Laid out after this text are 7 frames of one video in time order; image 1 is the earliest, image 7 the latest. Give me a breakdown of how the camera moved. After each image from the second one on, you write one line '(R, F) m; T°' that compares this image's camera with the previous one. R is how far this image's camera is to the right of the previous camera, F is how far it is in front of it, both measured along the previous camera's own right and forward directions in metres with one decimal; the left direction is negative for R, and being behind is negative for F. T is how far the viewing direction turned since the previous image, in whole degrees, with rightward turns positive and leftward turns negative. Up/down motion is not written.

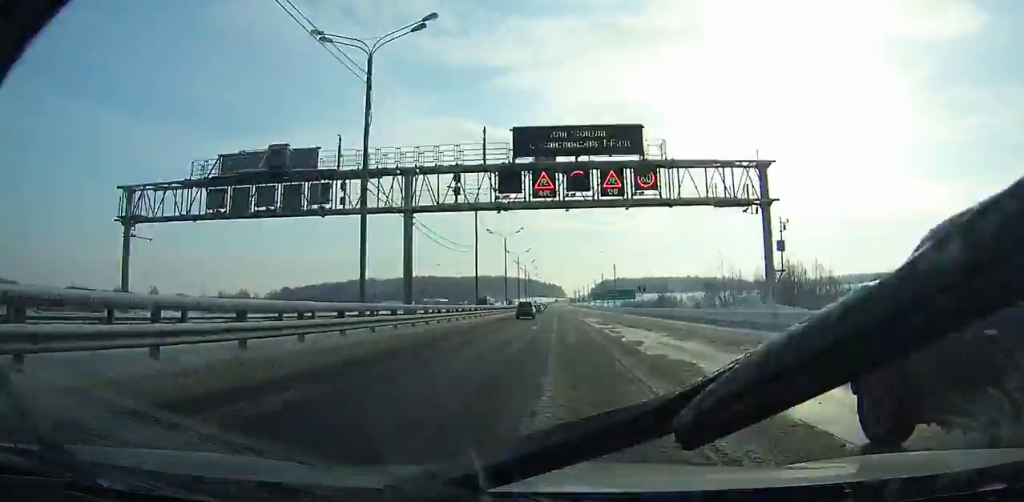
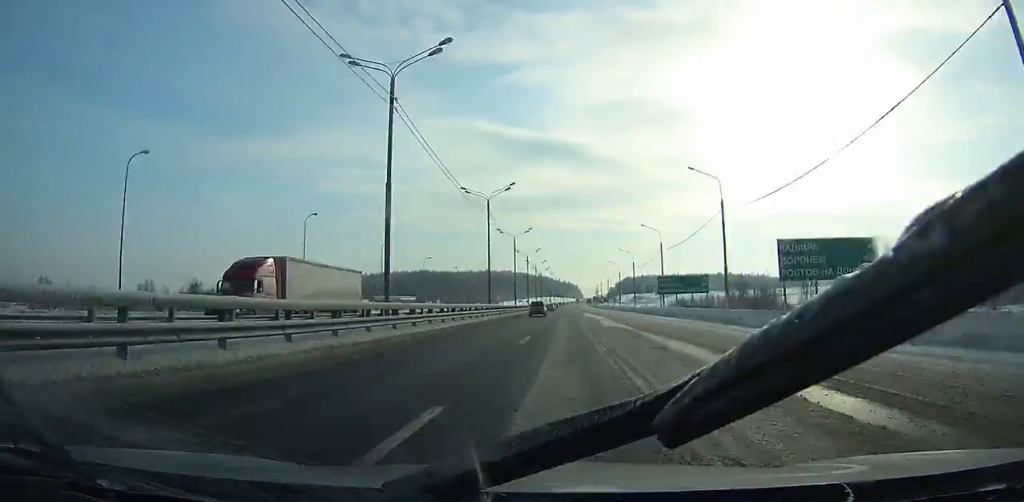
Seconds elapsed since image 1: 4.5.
(-0.2, +108.5) m; 0°
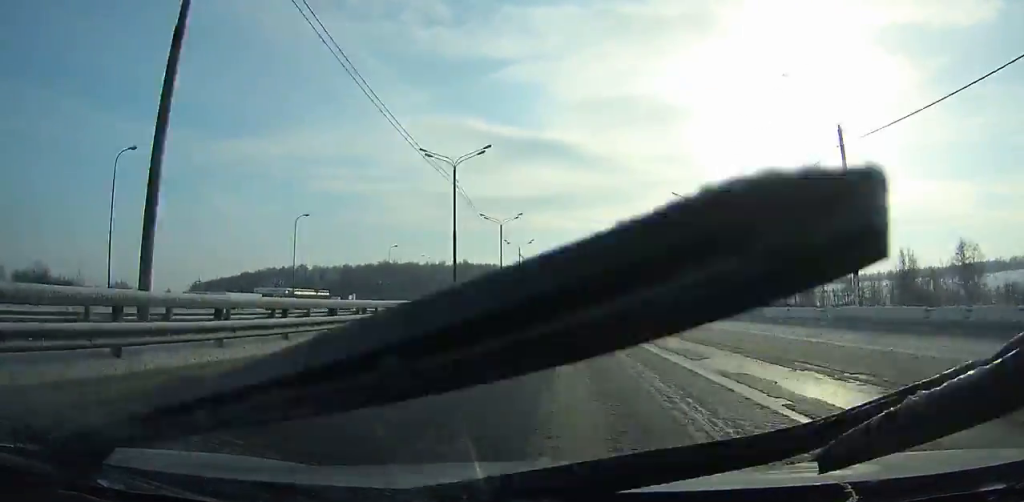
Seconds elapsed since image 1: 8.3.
(-0.3, +91.8) m; 0°
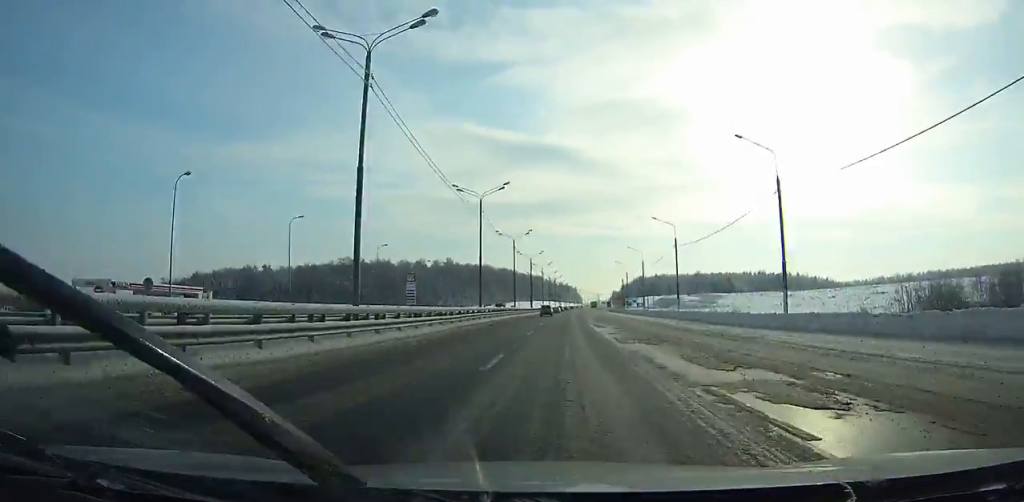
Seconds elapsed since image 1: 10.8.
(0.0, +60.6) m; 0°
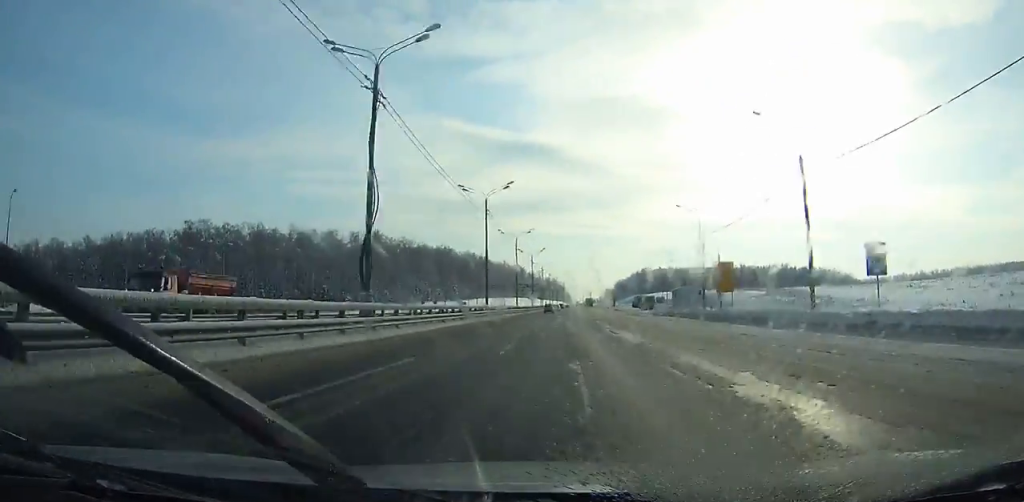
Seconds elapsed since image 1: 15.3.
(+0.9, +110.1) m; +1°
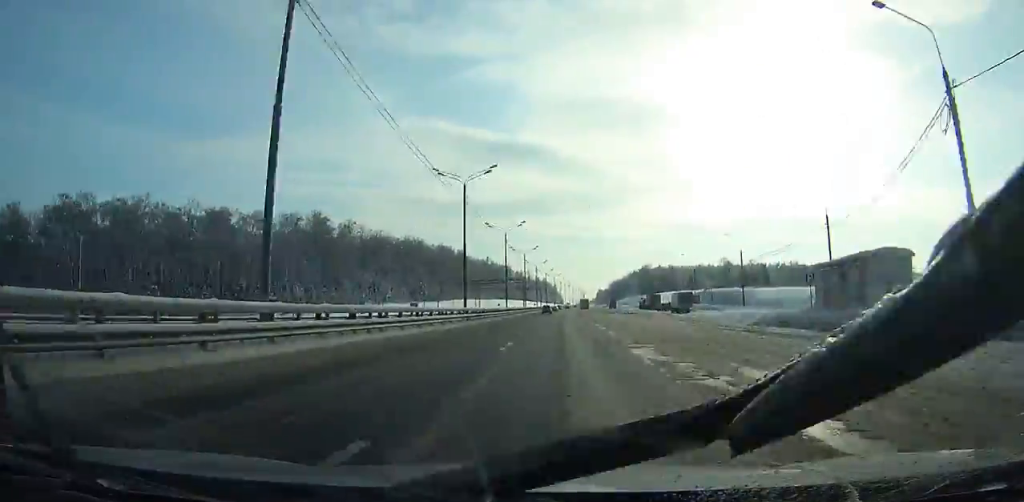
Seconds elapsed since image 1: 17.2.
(+0.3, +47.0) m; +1°
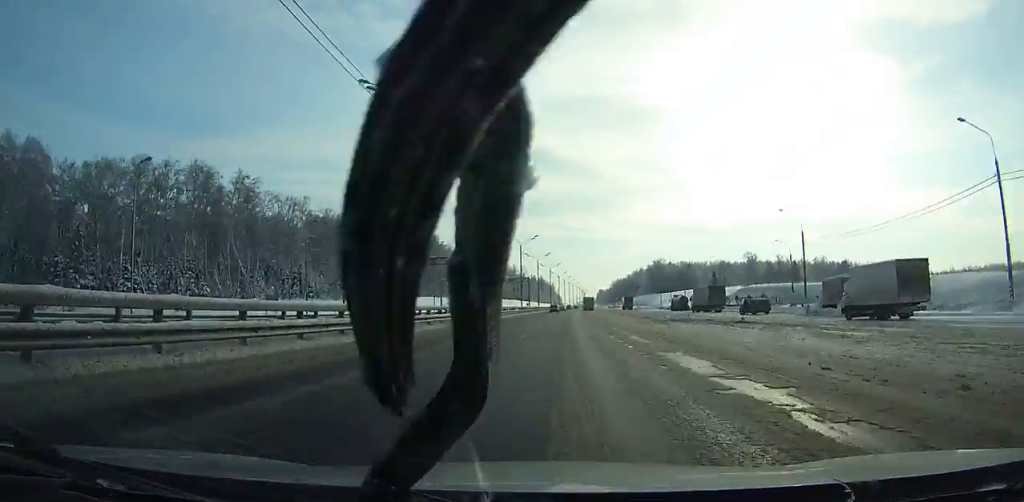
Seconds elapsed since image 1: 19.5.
(+0.3, +57.1) m; +1°
